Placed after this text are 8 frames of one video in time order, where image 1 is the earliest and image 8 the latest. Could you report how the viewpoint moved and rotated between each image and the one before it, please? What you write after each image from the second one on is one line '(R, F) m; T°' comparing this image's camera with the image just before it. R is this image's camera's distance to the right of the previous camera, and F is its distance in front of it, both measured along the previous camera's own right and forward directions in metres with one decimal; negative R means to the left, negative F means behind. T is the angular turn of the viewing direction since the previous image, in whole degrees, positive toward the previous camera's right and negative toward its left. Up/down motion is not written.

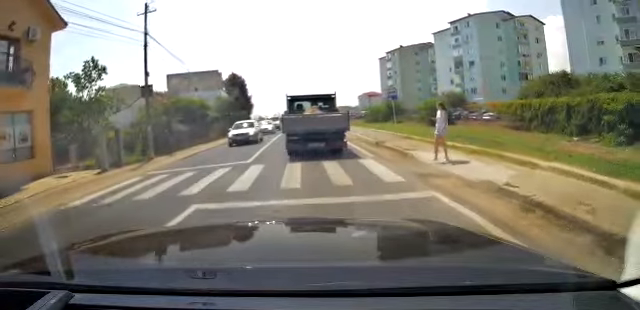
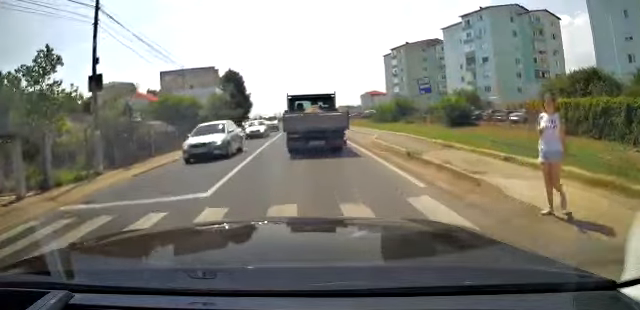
(0.0, +5.4) m; -1°
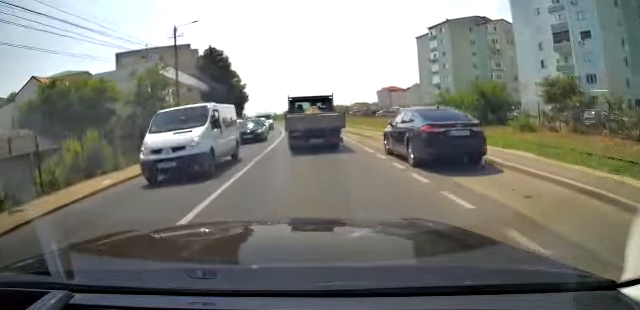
(-0.6, +25.6) m; -2°
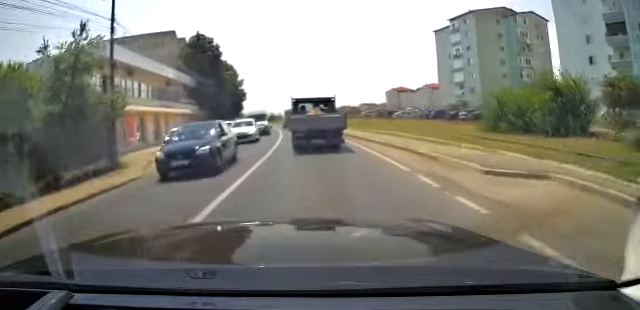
(+0.3, +10.1) m; 0°
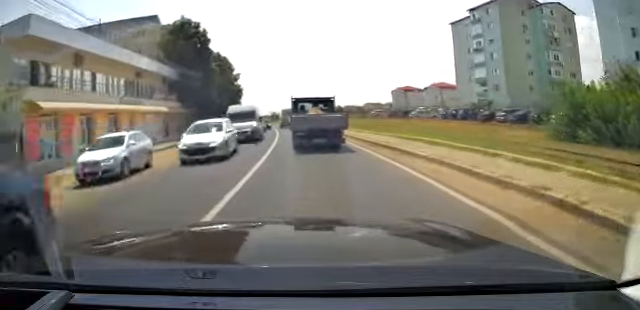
(-0.2, +8.0) m; -2°
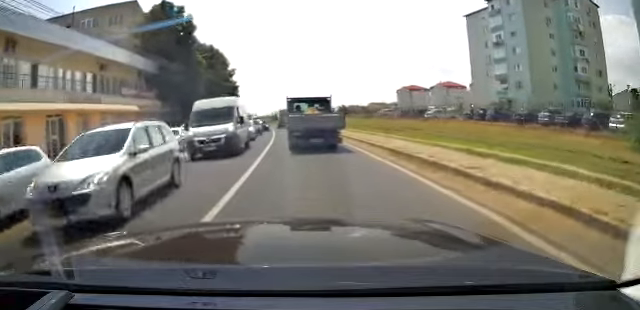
(-0.1, +6.4) m; -1°
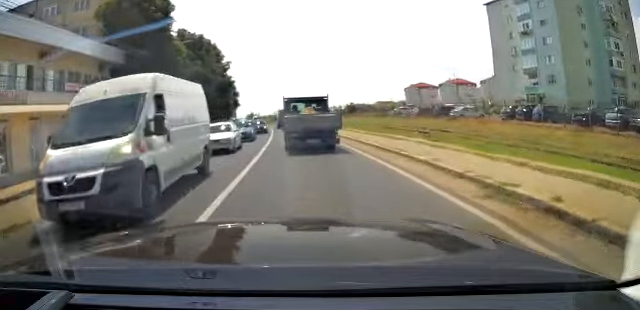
(-0.1, +7.2) m; -1°
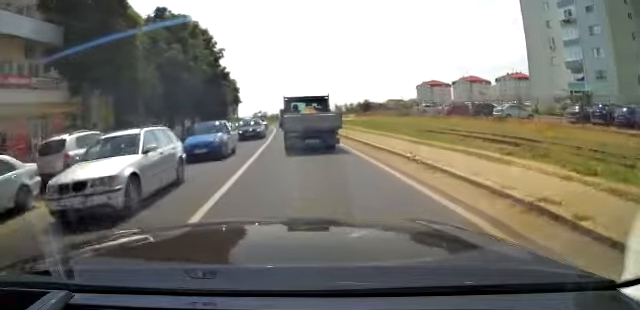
(0.0, +8.8) m; 0°
